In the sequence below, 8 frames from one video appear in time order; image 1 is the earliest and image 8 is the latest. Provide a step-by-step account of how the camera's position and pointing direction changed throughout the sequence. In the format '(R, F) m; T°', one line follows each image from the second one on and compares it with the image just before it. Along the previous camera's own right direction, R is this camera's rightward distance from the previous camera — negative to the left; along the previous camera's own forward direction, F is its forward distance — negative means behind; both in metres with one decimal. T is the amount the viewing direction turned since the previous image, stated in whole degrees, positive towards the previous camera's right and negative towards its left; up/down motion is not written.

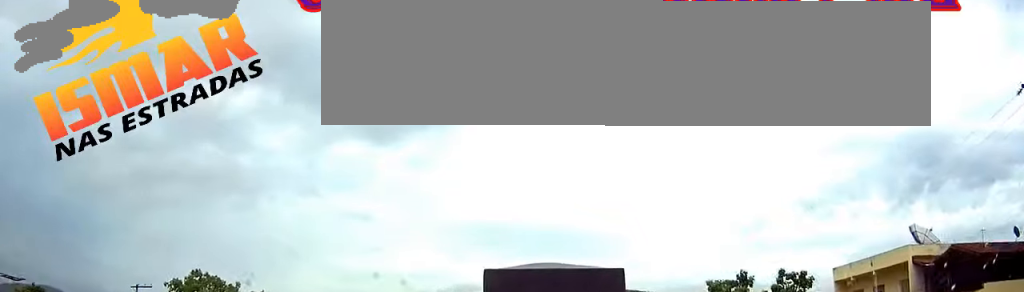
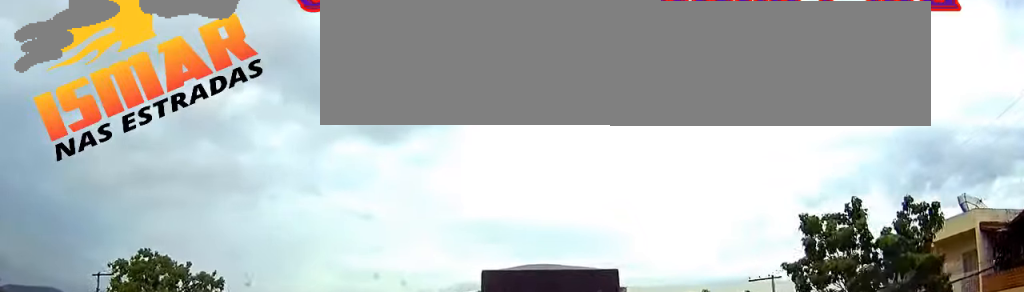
(0.0, +6.4) m; 0°
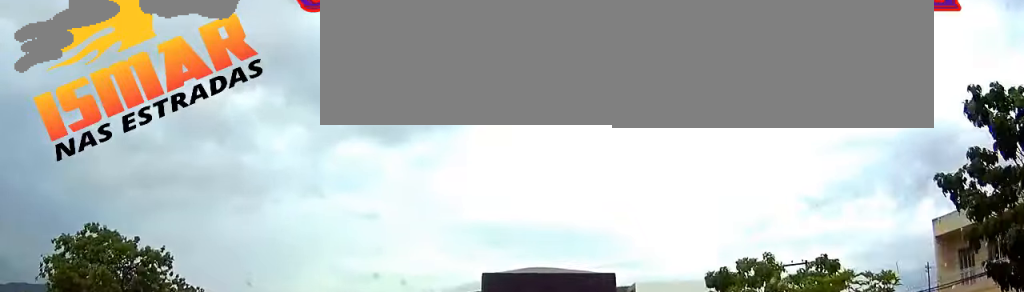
(0.0, +5.4) m; 0°
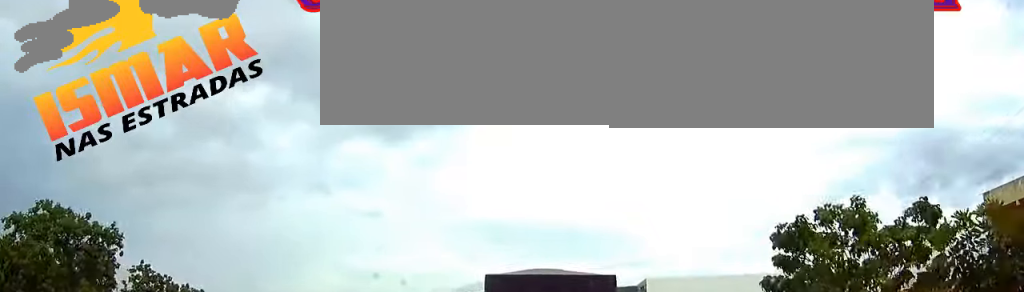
(0.0, +4.3) m; -1°
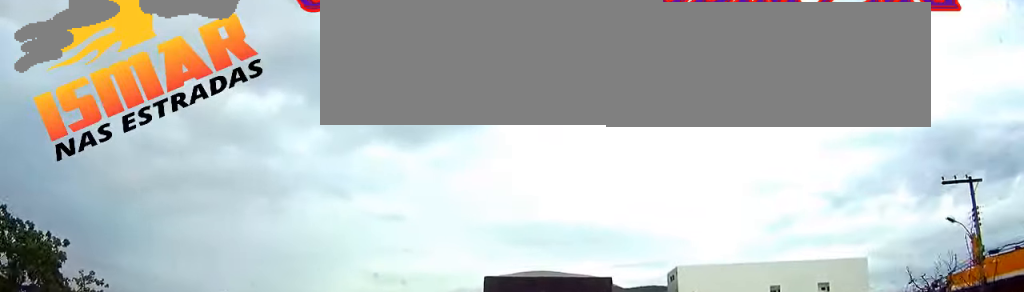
(-0.2, +11.8) m; -2°
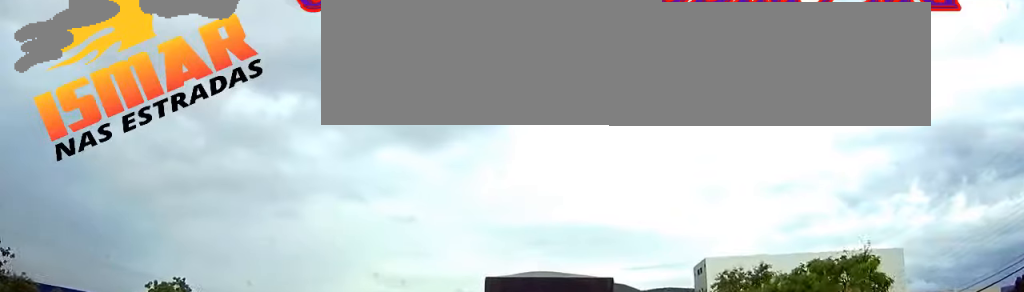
(-0.1, +8.2) m; -1°
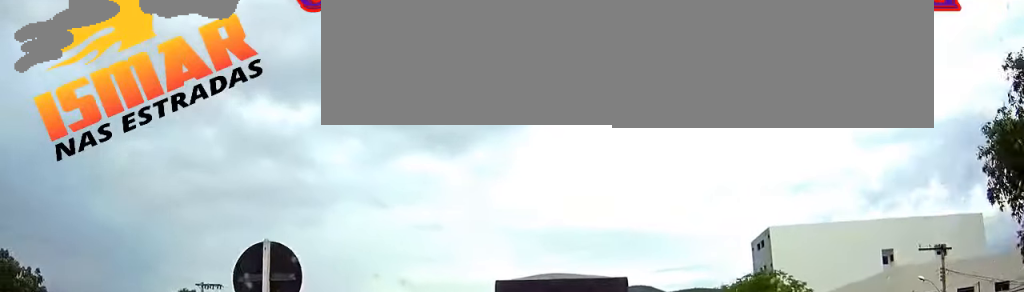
(-0.5, +18.8) m; -3°
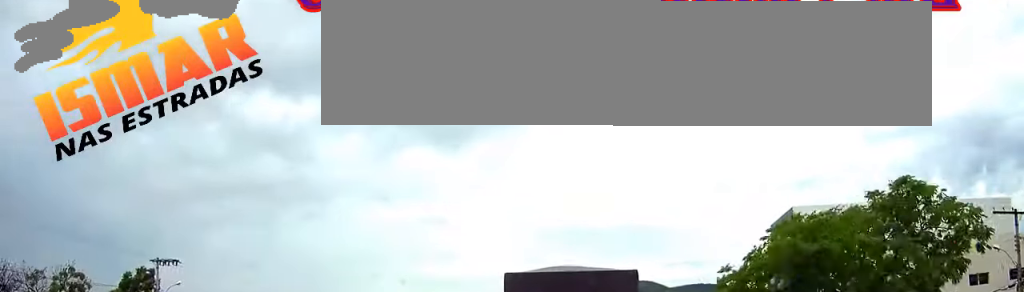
(0.0, +7.3) m; 0°
